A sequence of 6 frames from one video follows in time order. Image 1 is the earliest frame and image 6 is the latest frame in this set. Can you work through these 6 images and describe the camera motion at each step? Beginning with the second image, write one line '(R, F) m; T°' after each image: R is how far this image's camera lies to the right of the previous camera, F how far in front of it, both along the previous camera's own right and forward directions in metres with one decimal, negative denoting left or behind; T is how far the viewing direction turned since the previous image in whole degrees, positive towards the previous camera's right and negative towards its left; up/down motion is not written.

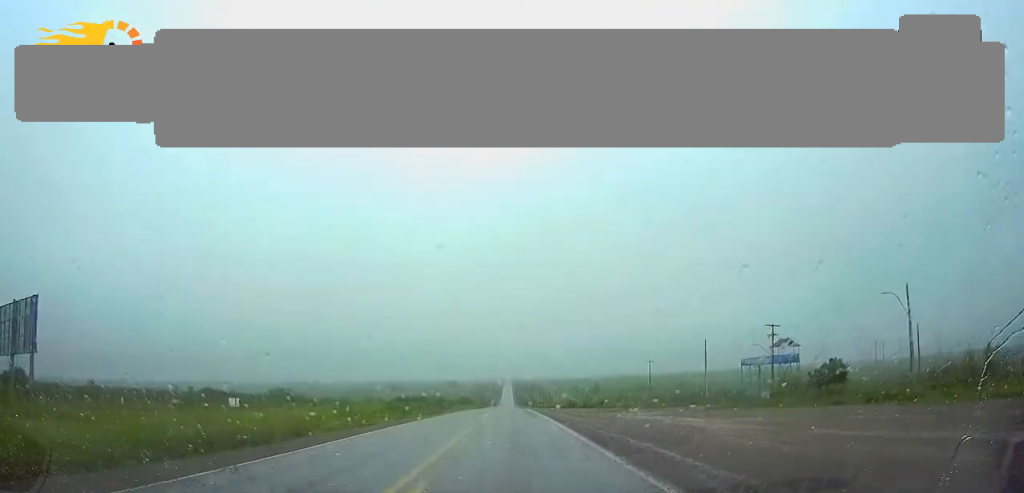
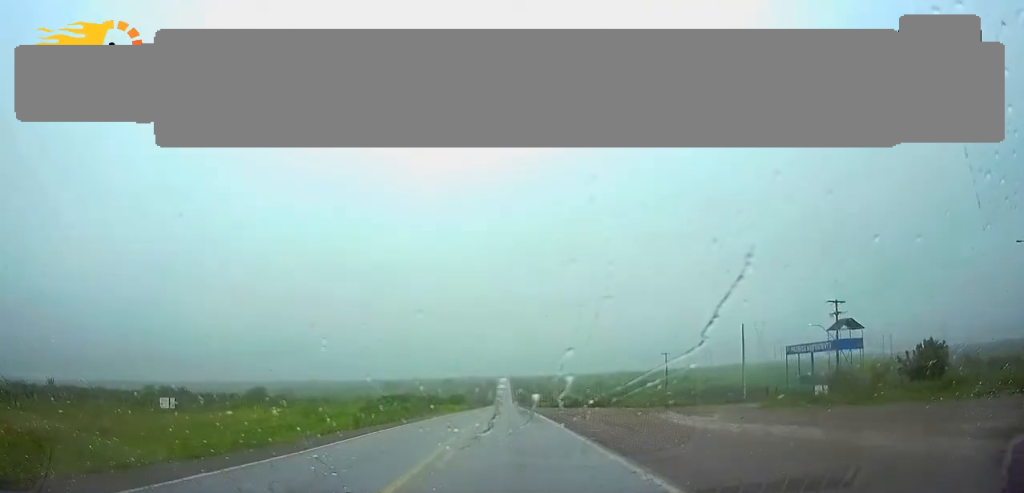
(0.0, +18.0) m; 0°
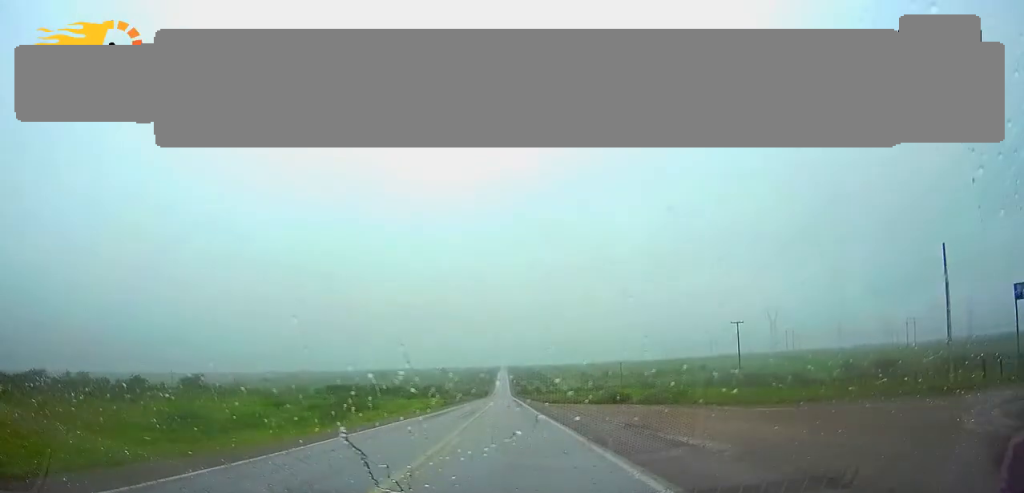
(0.0, +44.7) m; 0°
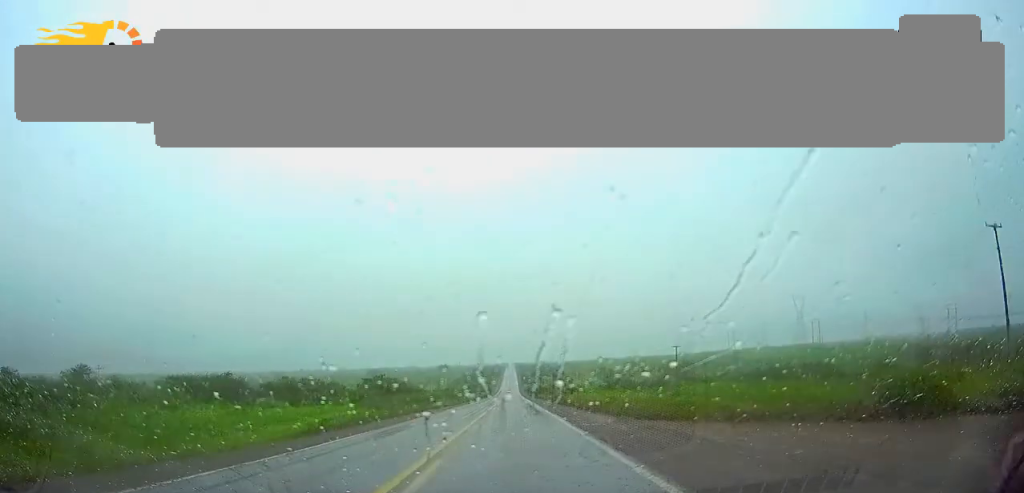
(0.0, +54.9) m; 0°
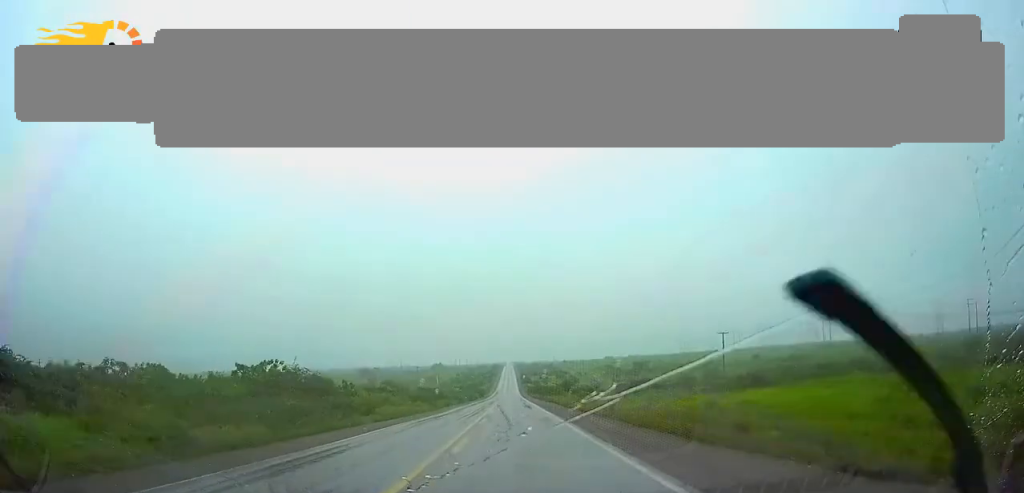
(-0.1, +30.5) m; 0°
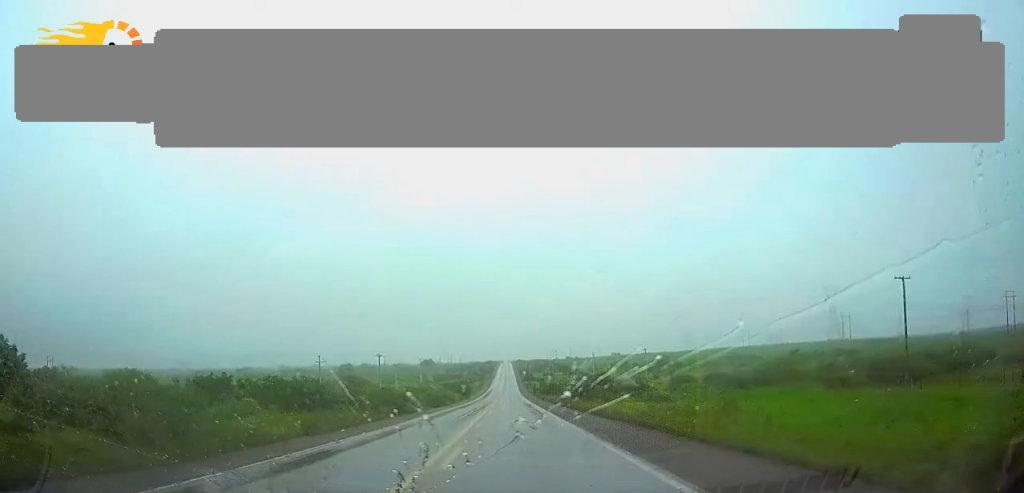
(-0.1, +51.3) m; 0°
